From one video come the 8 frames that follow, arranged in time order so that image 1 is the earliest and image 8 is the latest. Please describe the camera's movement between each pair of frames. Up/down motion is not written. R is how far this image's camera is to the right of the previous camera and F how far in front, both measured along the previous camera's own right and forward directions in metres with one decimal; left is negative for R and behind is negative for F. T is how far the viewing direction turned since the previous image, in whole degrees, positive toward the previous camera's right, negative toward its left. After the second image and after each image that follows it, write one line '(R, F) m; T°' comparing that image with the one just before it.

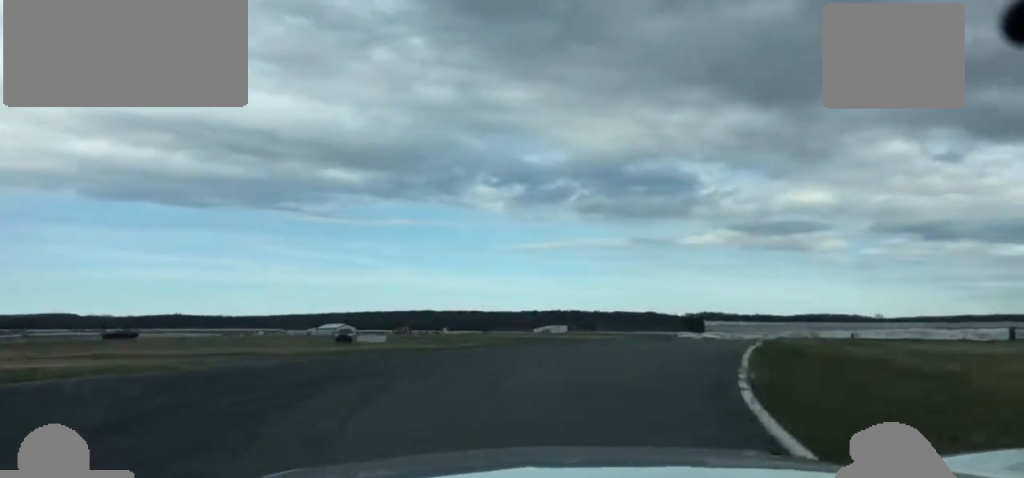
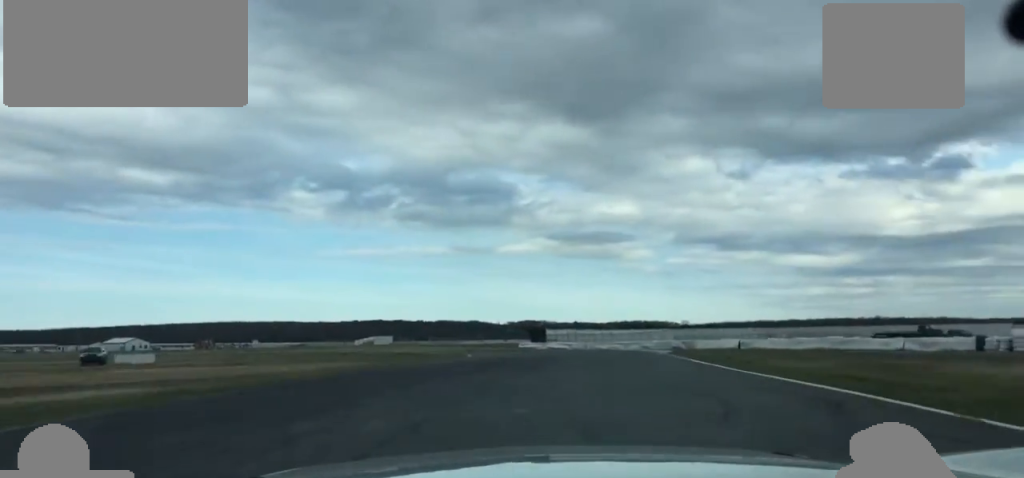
(+5.2, +21.1) m; +12°
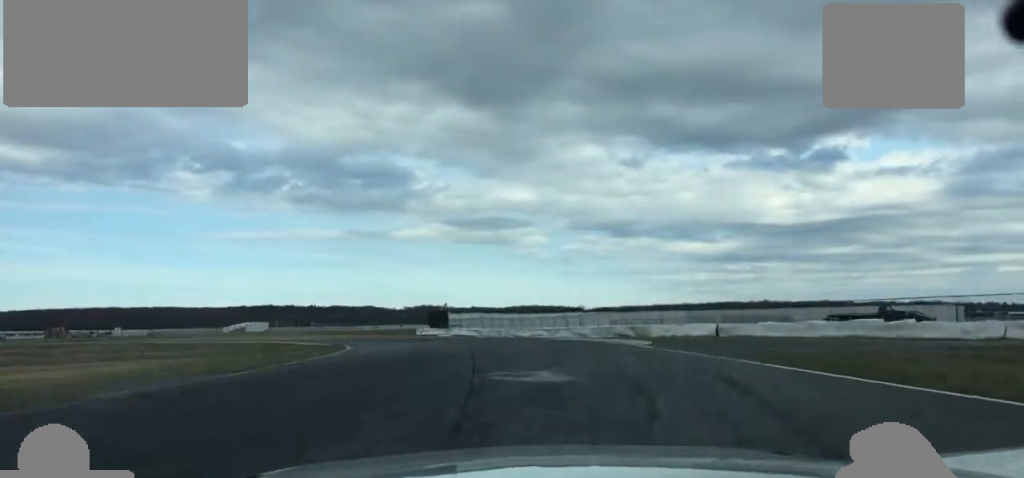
(+1.2, +22.0) m; +3°
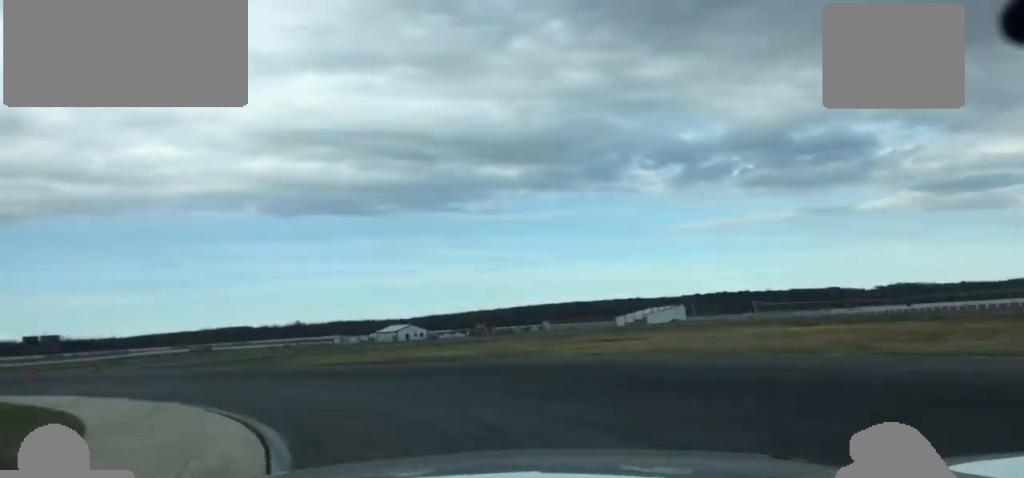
(-6.9, +73.0) m; -17°
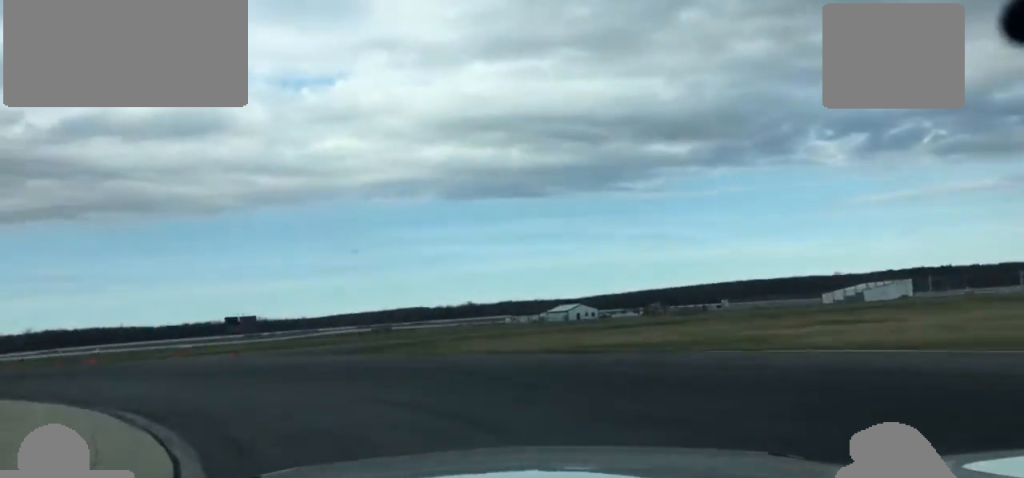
(-0.3, +9.7) m; -11°
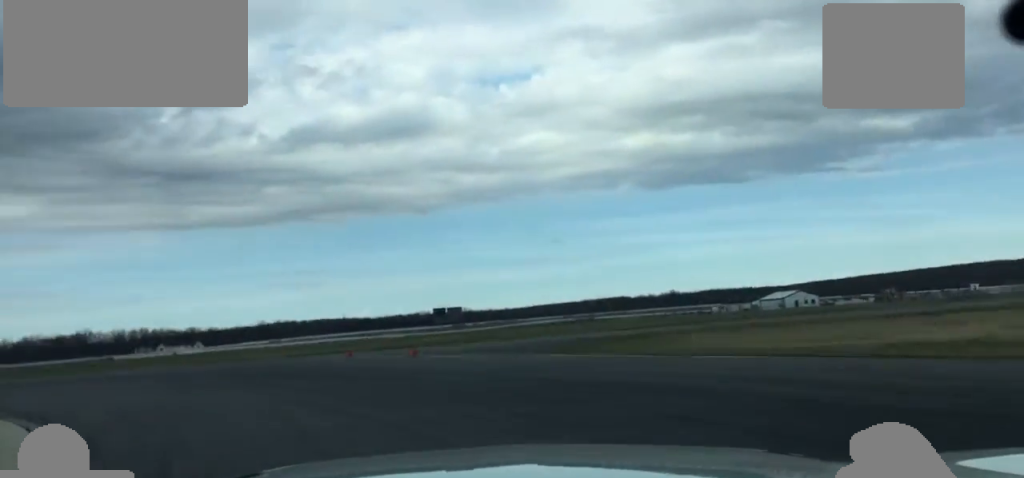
(+0.3, +9.9) m; -19°
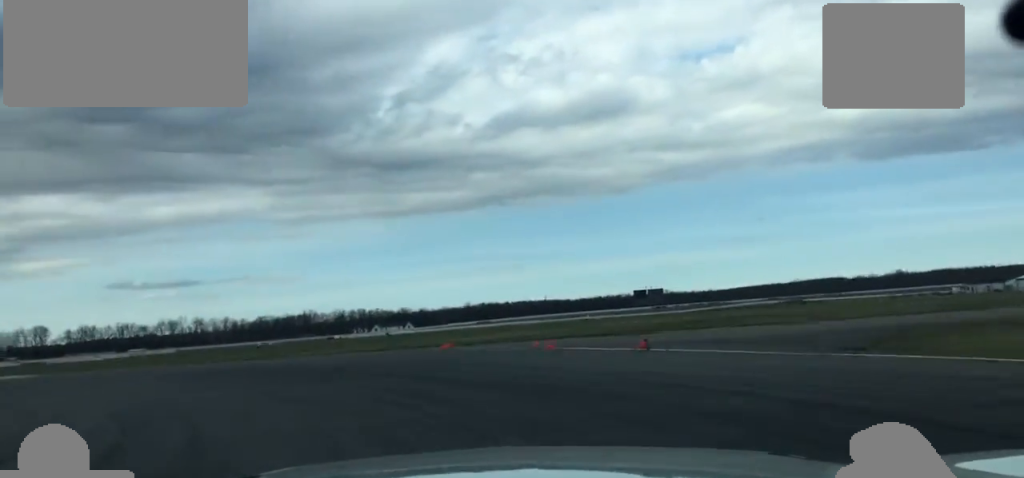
(-1.1, +9.0) m; -18°
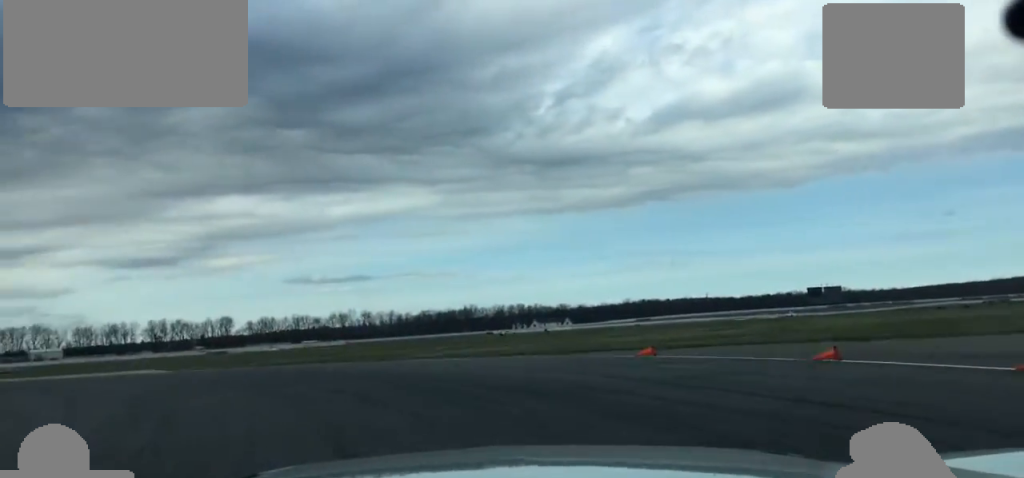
(-3.5, +9.6) m; -15°
